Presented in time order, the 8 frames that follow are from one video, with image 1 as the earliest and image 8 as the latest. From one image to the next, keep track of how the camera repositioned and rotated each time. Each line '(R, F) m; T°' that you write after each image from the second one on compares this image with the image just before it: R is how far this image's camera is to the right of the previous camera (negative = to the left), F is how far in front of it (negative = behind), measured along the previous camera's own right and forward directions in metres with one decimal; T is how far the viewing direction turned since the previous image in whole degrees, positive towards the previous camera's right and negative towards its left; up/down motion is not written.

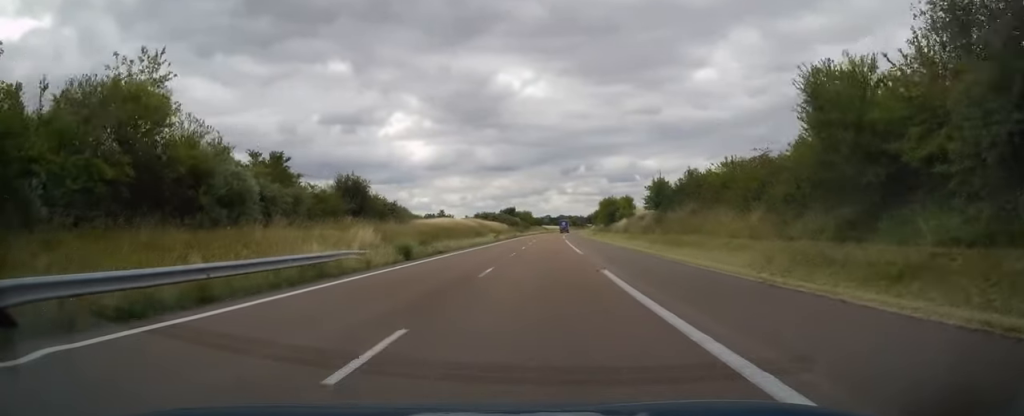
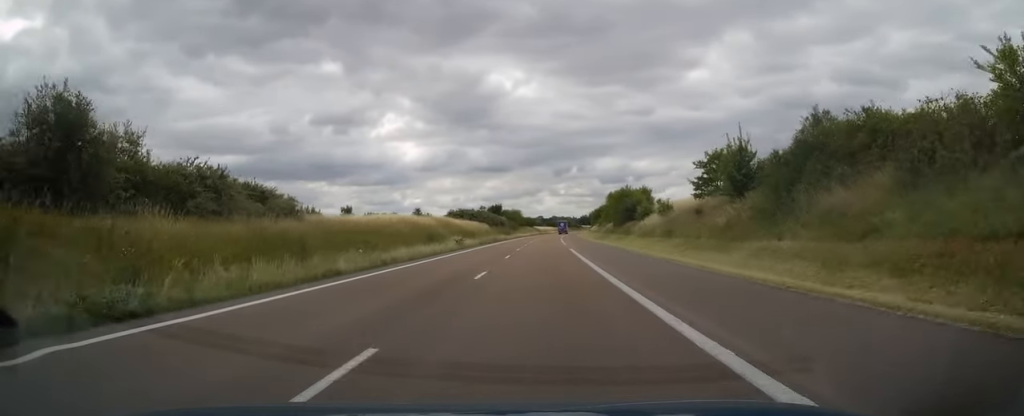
(+0.3, +27.6) m; +1°
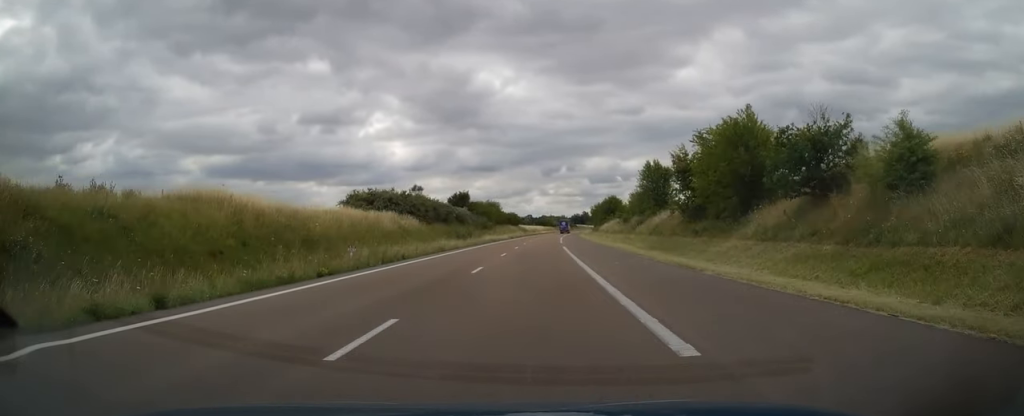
(+0.5, +50.2) m; +1°
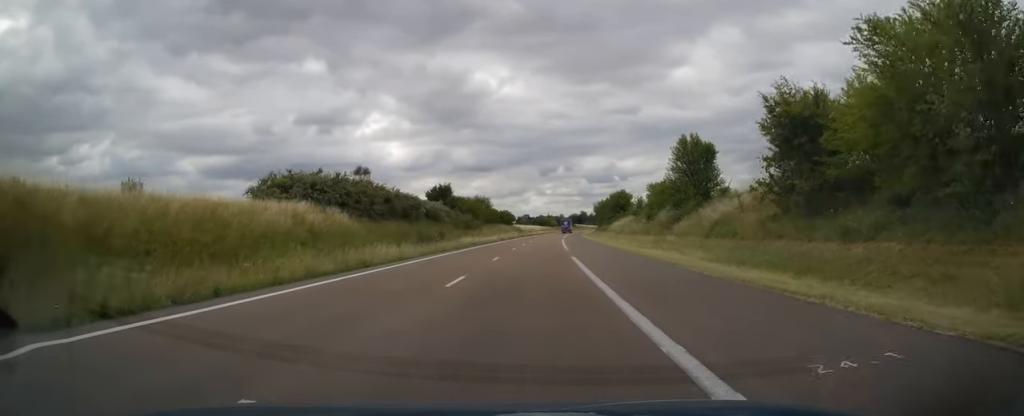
(0.0, +17.8) m; 0°
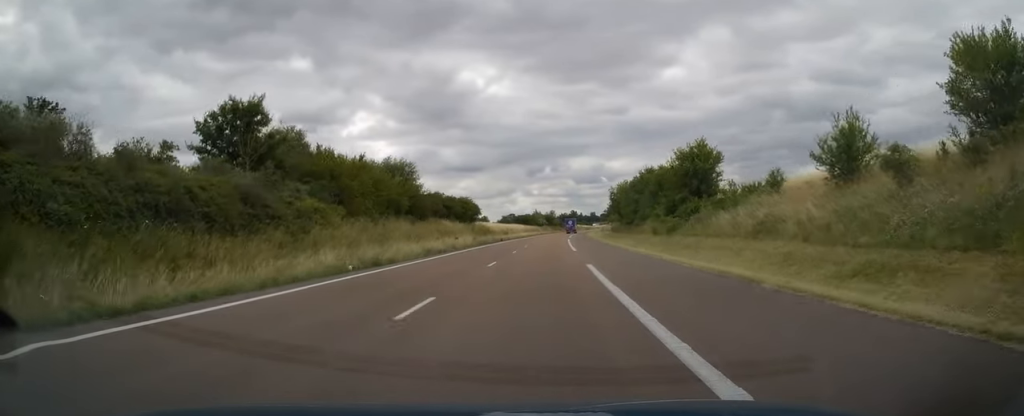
(+0.7, +58.1) m; +1°
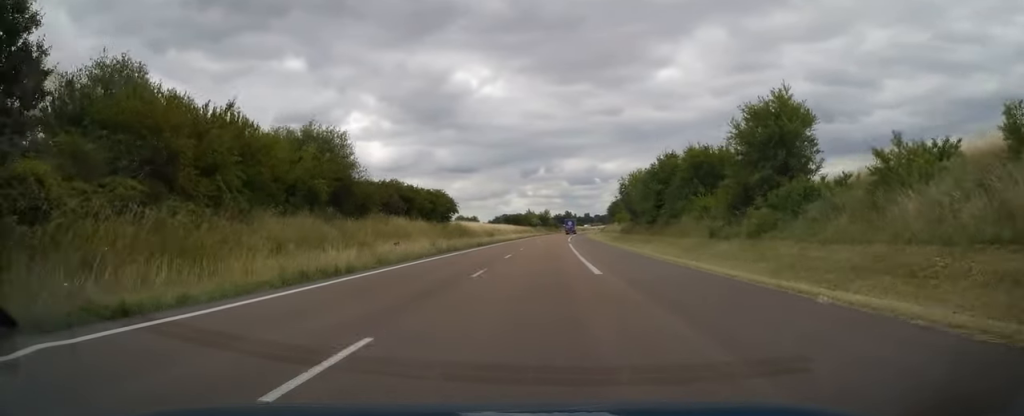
(+0.1, +17.7) m; 0°
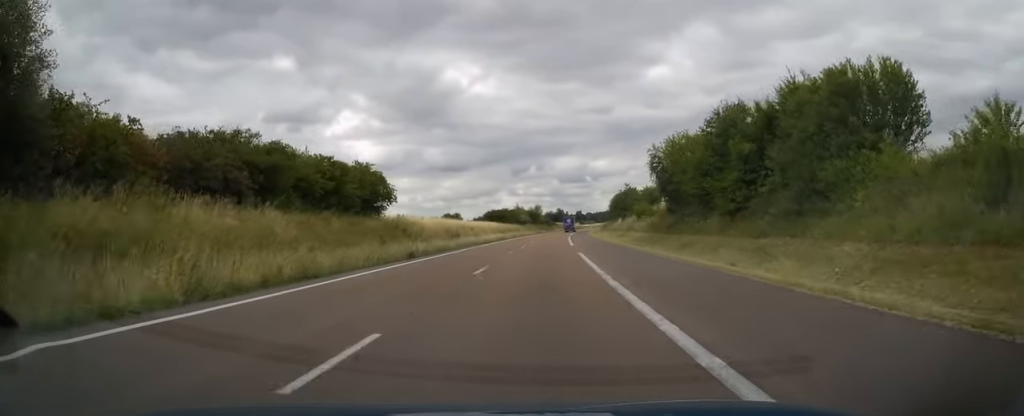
(+0.1, +26.1) m; +1°
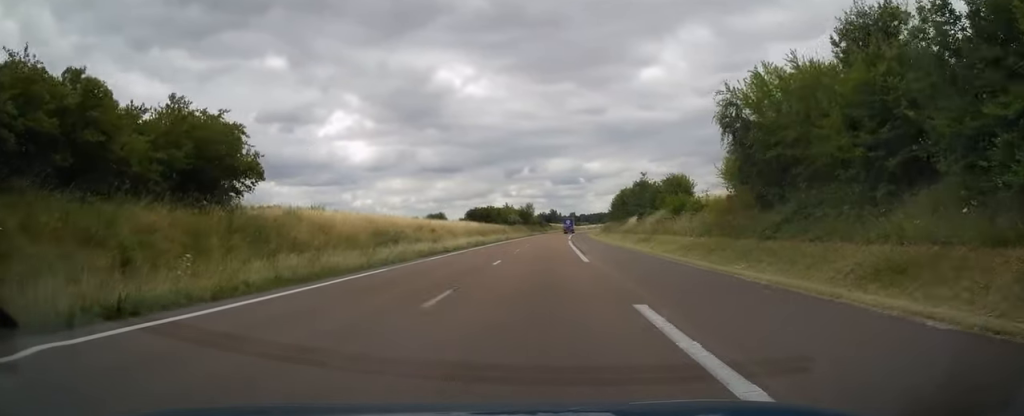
(+0.2, +20.7) m; +1°
